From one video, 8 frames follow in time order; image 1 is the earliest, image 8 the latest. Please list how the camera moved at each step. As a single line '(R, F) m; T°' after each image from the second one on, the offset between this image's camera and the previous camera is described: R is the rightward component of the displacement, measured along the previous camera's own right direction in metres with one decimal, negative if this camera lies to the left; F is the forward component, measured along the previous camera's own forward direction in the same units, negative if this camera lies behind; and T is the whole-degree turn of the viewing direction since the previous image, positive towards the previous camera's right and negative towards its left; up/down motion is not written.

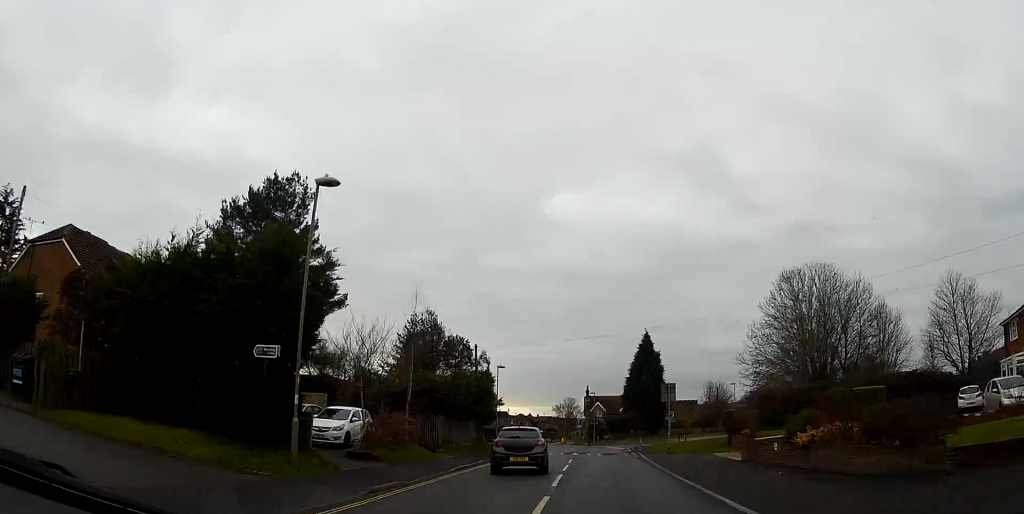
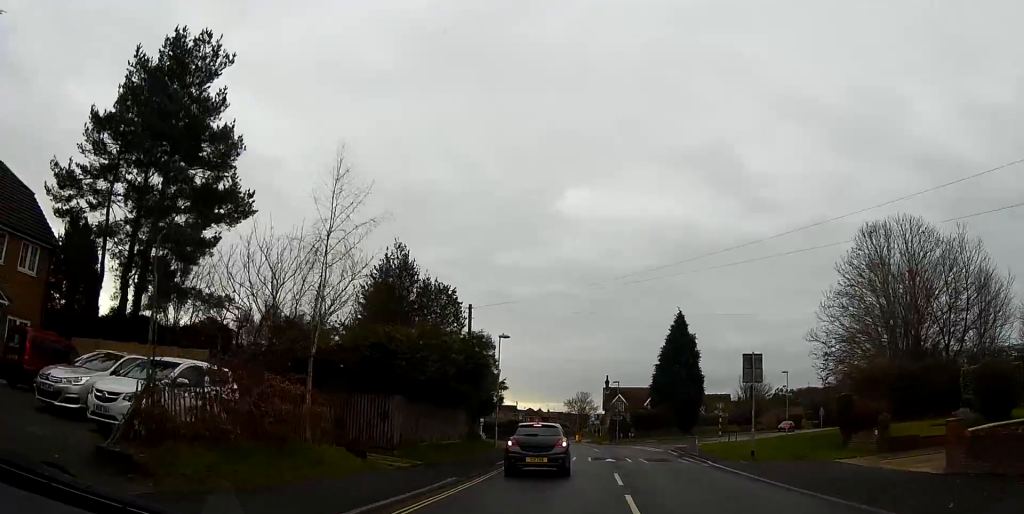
(-0.1, +12.1) m; -1°
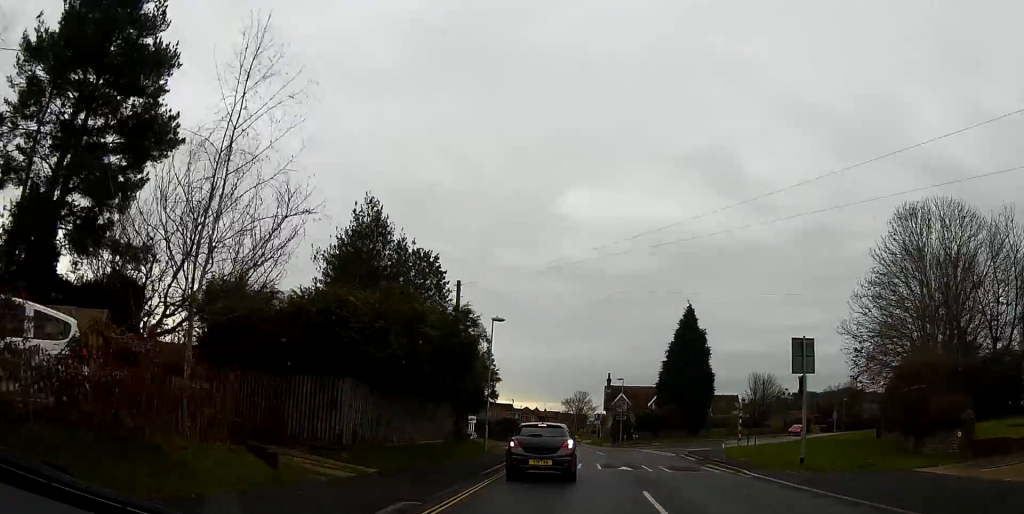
(0.0, +4.7) m; 0°
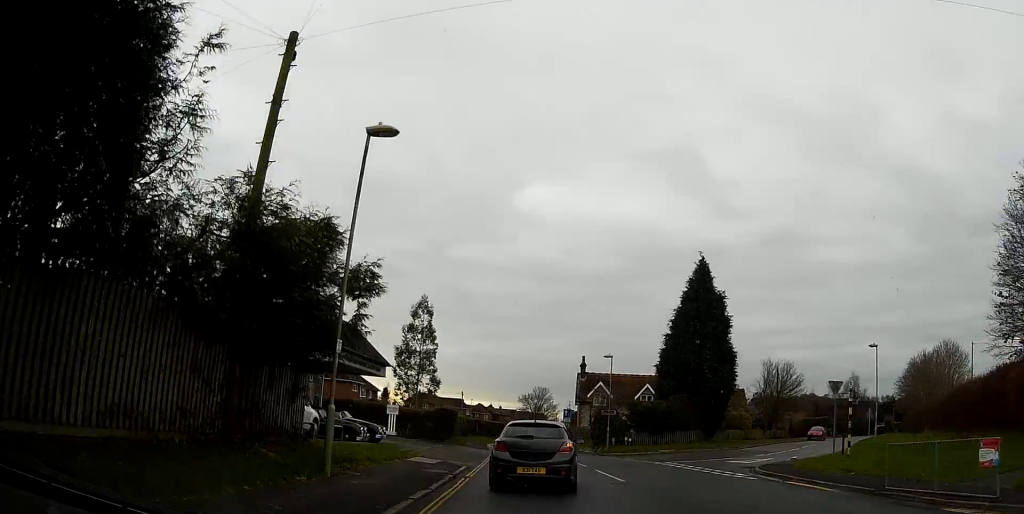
(+0.3, +18.4) m; +4°
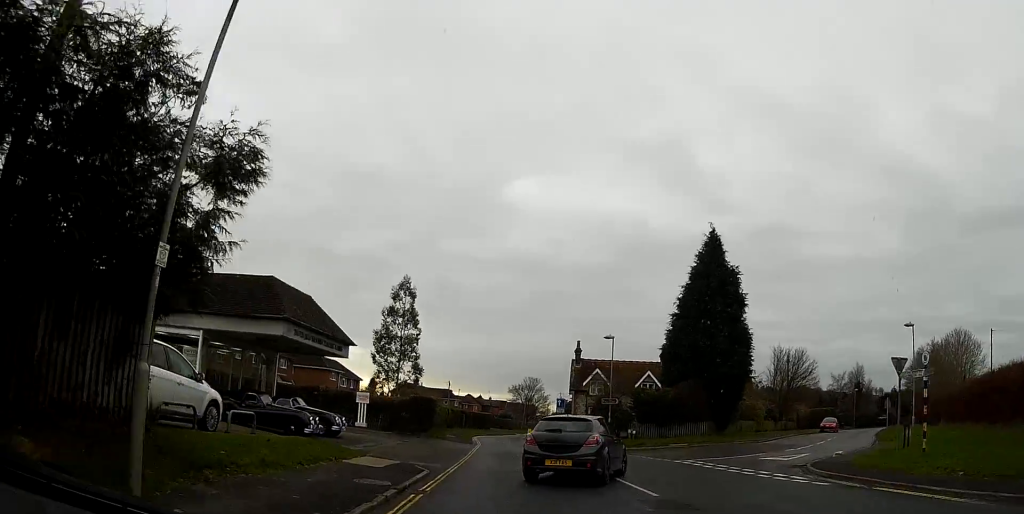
(+0.1, +5.4) m; +1°
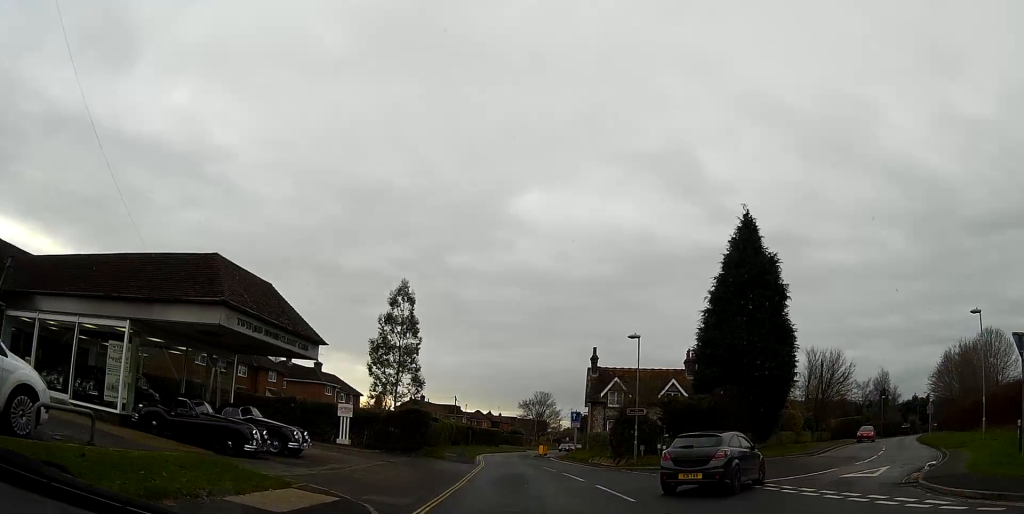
(0.0, +5.8) m; 0°
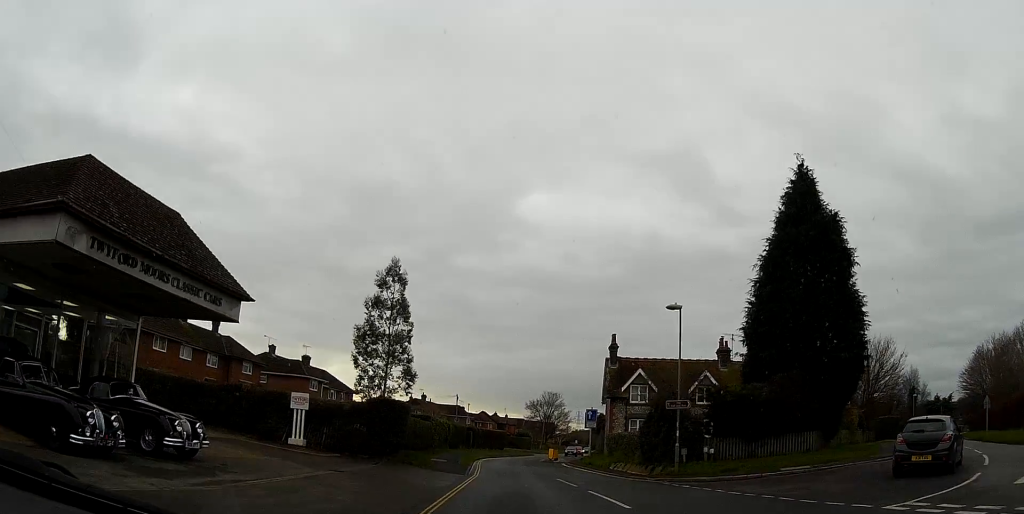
(0.0, +7.4) m; -1°
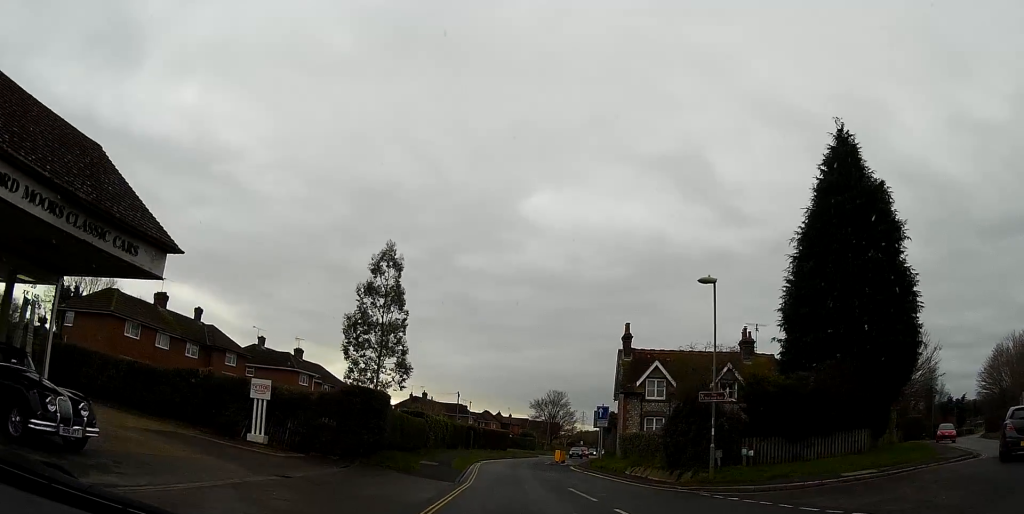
(0.0, +4.0) m; -1°
